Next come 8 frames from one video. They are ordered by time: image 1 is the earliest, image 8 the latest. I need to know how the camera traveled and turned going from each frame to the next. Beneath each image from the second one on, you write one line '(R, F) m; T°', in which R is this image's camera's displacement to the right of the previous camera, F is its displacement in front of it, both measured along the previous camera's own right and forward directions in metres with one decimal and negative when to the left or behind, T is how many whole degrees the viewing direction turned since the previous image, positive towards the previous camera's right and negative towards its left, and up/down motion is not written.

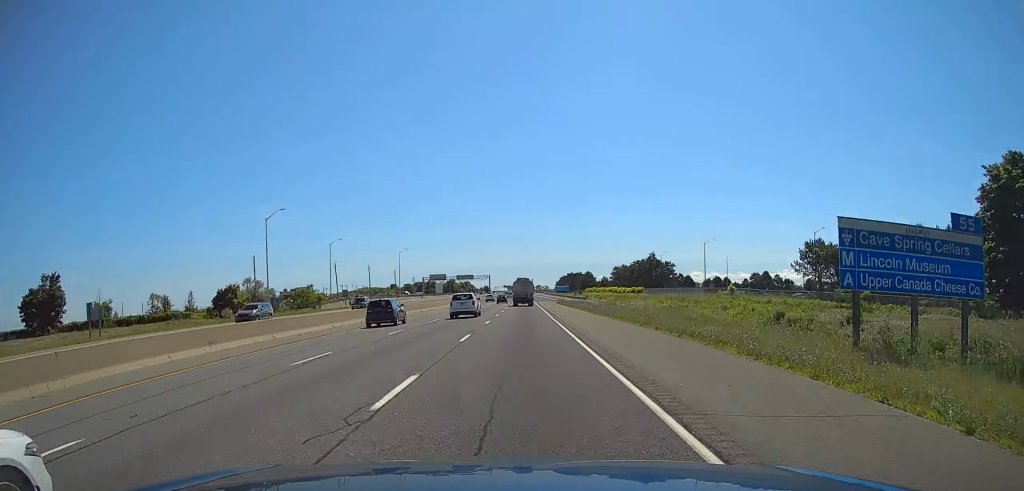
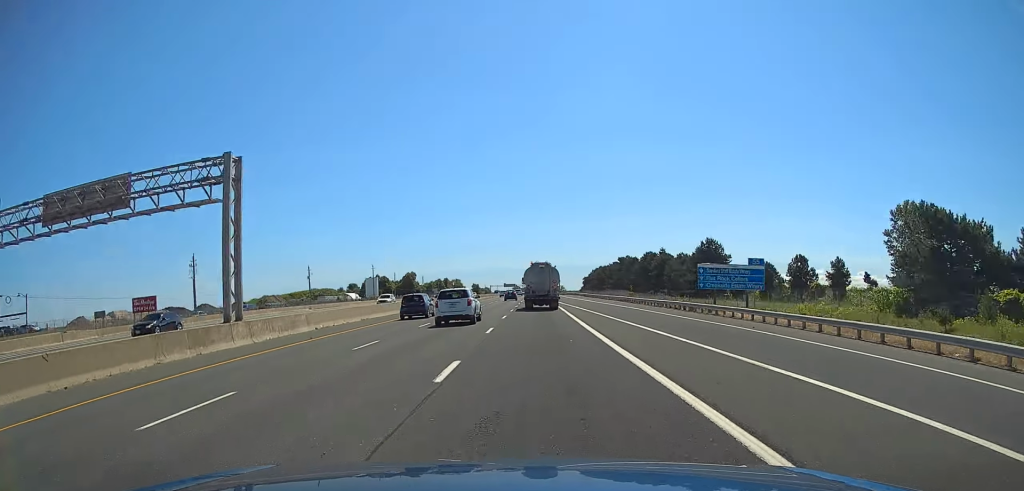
(-6.3, +312.8) m; -1°
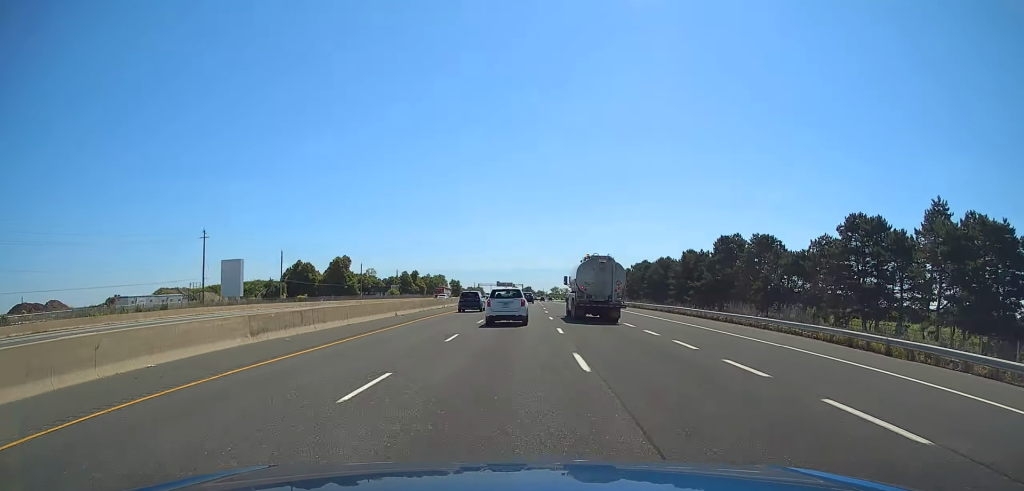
(-0.3, +141.8) m; 0°
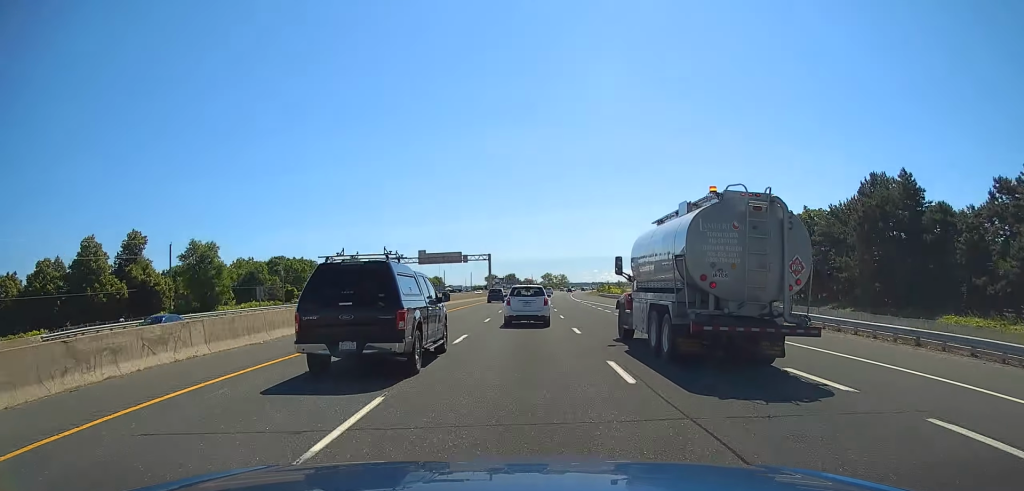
(+2.4, +226.2) m; +2°
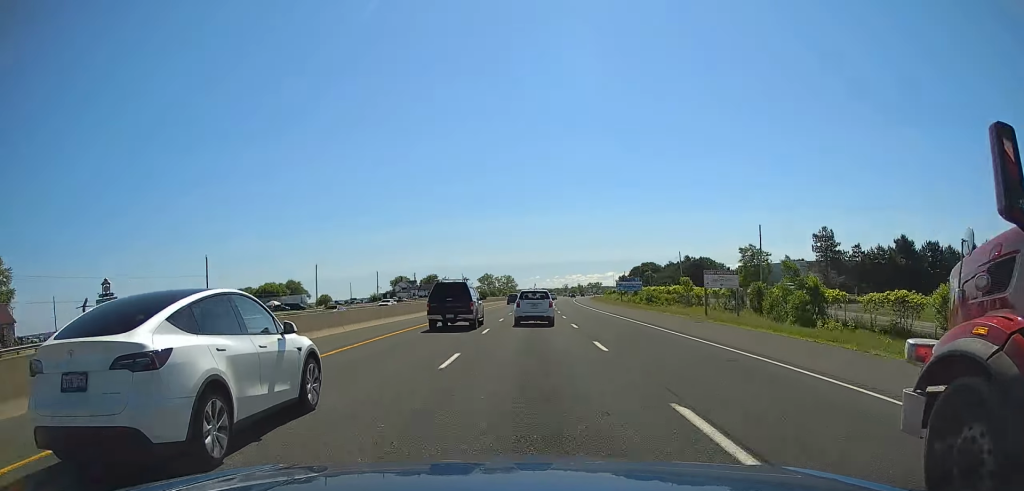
(+6.5, +194.0) m; +5°
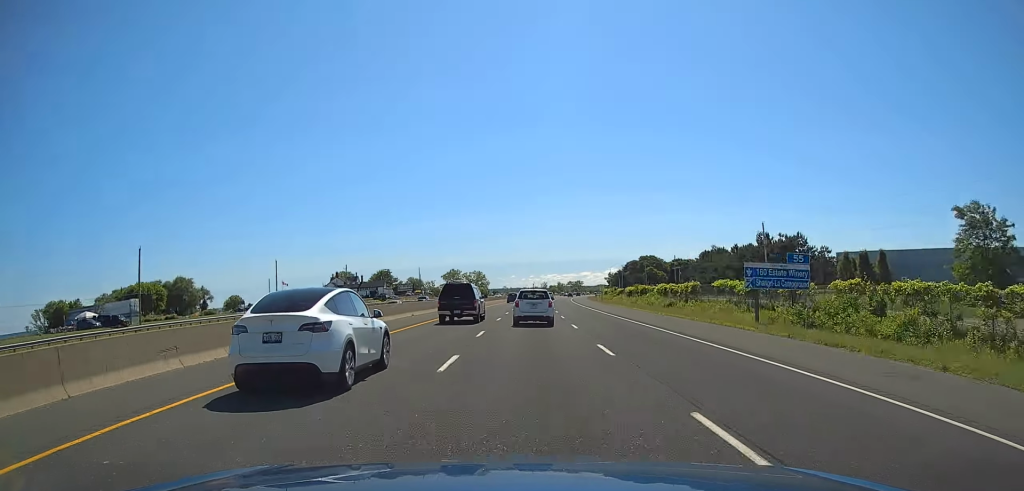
(+2.4, +70.1) m; +2°
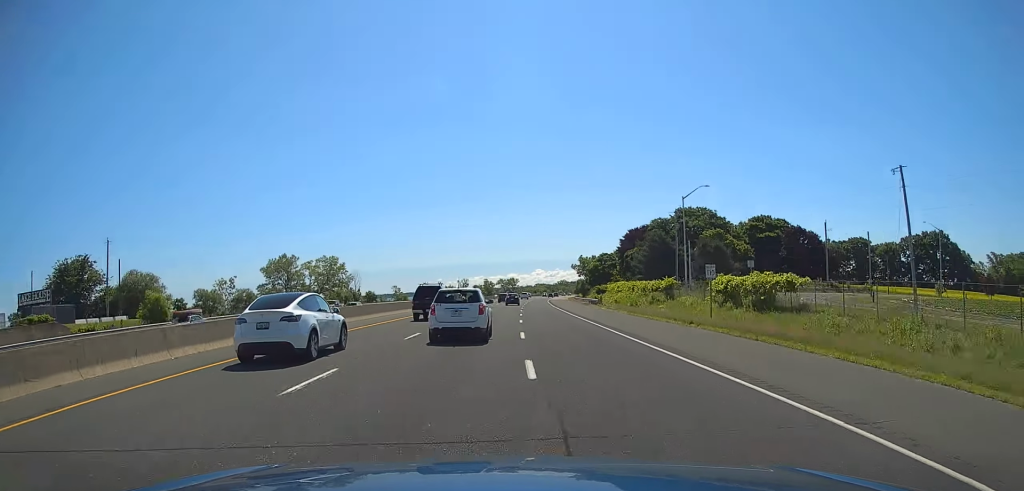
(+9.6, +194.4) m; +5°
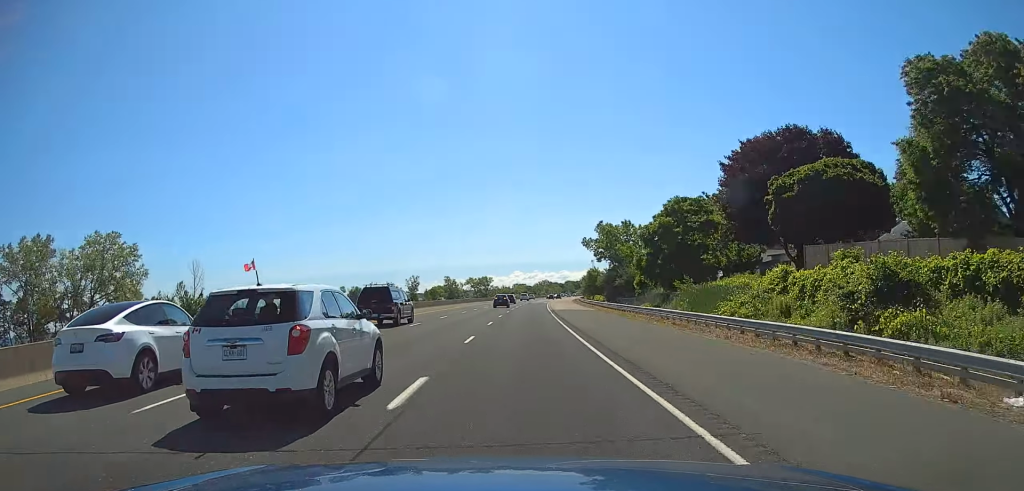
(+2.7, +110.8) m; +3°
